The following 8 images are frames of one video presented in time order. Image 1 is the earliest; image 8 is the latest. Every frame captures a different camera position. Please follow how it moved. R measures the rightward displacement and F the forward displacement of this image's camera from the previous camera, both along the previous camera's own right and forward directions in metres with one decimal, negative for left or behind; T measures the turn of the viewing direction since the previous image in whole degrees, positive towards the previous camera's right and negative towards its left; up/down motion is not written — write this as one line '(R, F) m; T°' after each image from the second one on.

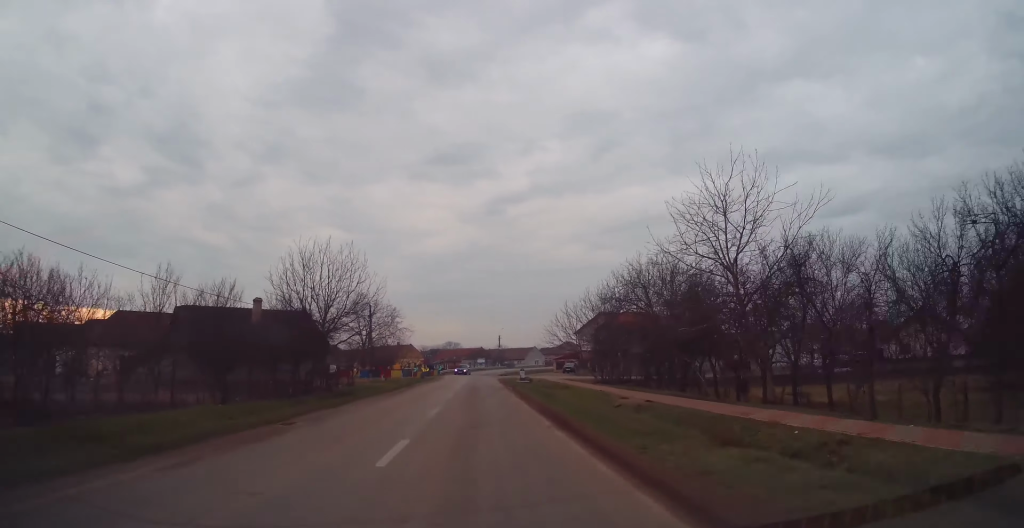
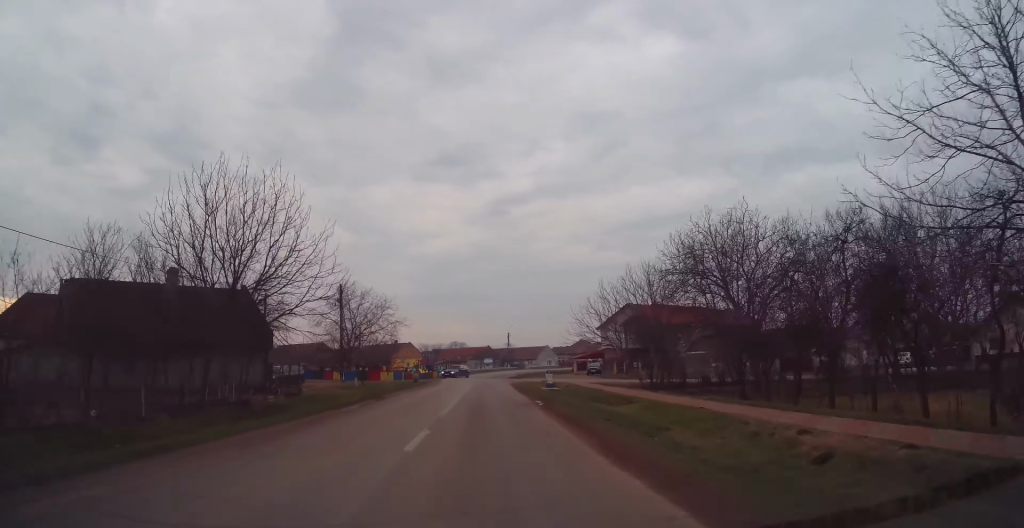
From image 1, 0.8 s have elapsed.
(0.0, +14.9) m; 0°
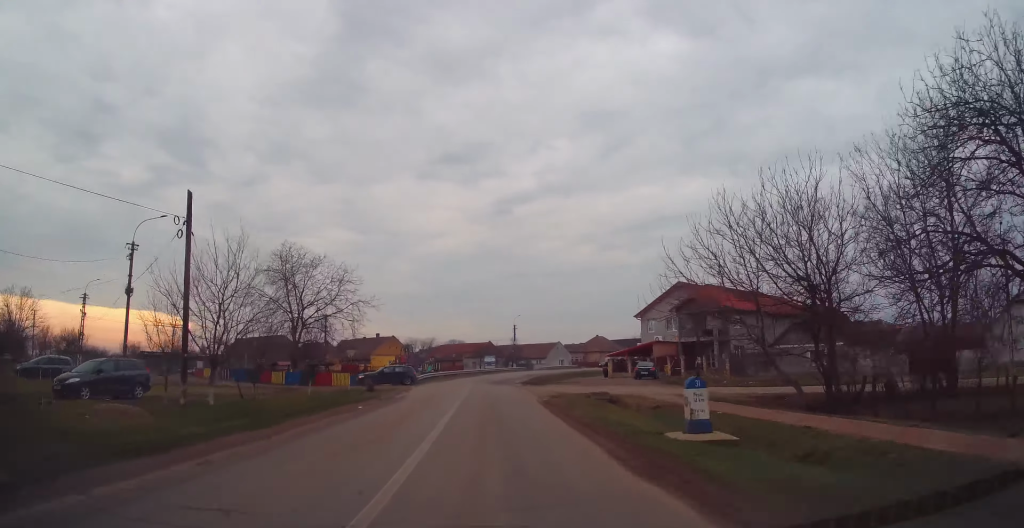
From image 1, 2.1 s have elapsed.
(+0.2, +24.3) m; +1°
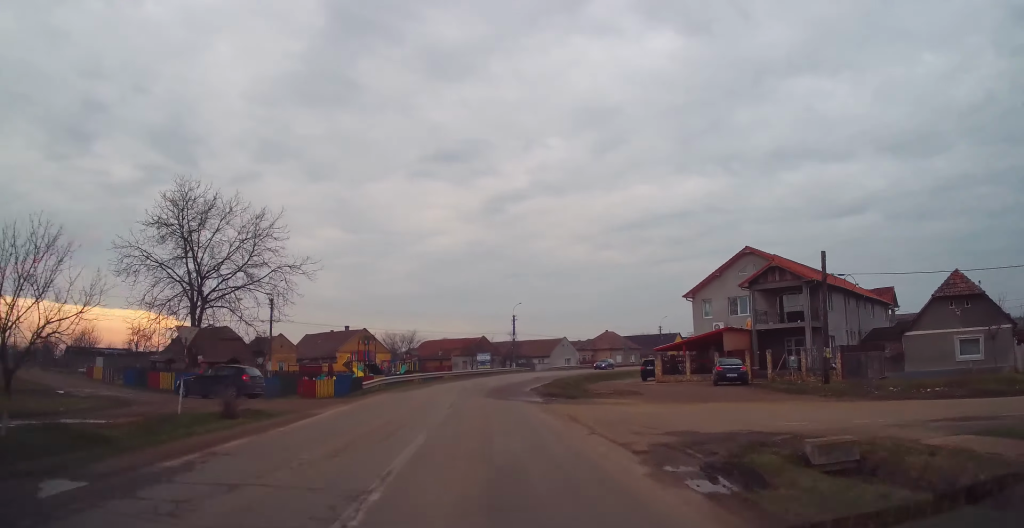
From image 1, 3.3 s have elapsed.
(+0.1, +20.8) m; 0°
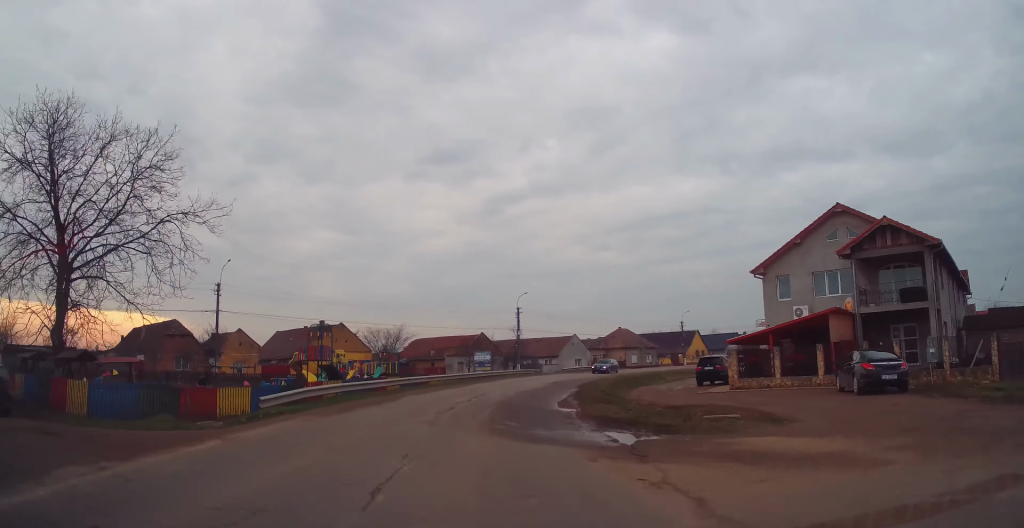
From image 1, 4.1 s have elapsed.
(-0.2, +13.9) m; -1°
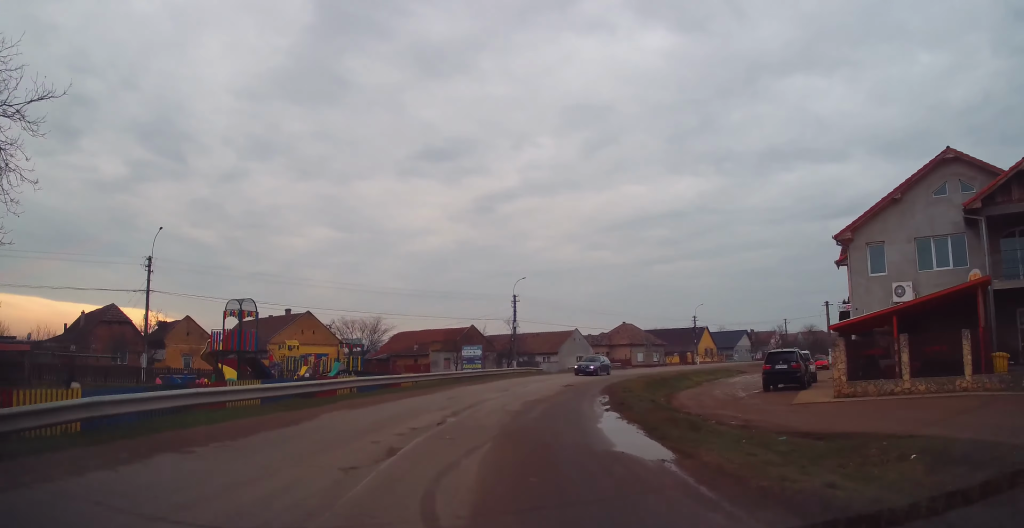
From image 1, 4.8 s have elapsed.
(-0.1, +10.7) m; +2°
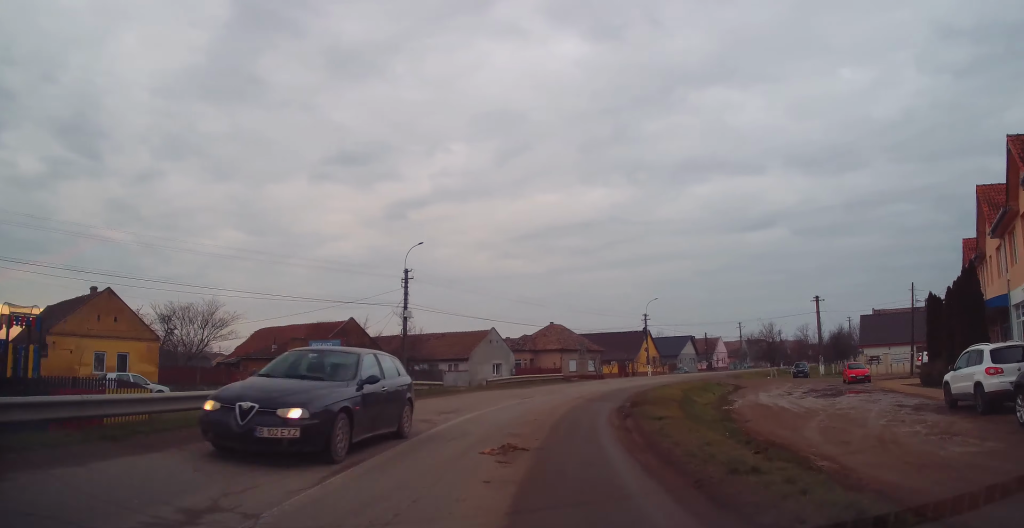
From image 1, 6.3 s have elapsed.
(+1.2, +21.4) m; +7°
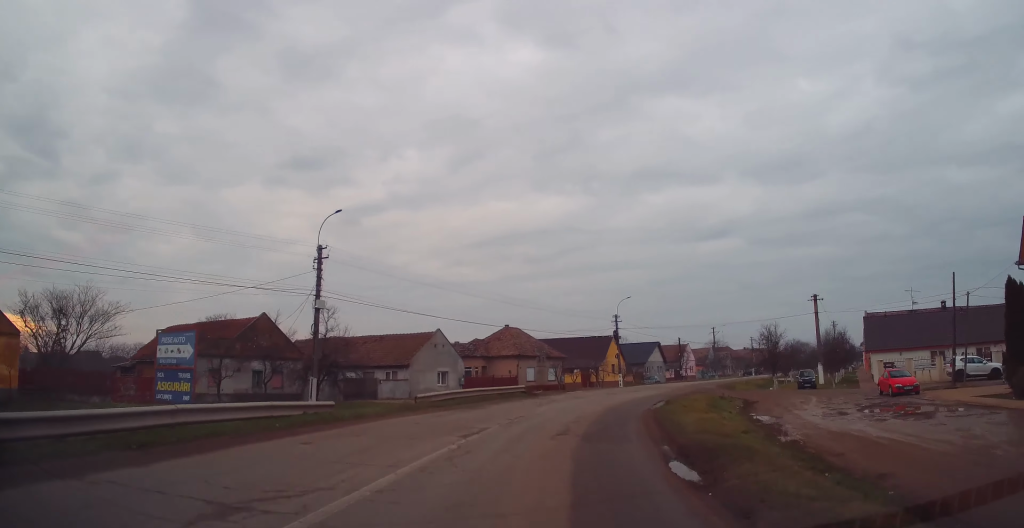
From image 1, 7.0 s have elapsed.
(+0.3, +9.9) m; +5°
